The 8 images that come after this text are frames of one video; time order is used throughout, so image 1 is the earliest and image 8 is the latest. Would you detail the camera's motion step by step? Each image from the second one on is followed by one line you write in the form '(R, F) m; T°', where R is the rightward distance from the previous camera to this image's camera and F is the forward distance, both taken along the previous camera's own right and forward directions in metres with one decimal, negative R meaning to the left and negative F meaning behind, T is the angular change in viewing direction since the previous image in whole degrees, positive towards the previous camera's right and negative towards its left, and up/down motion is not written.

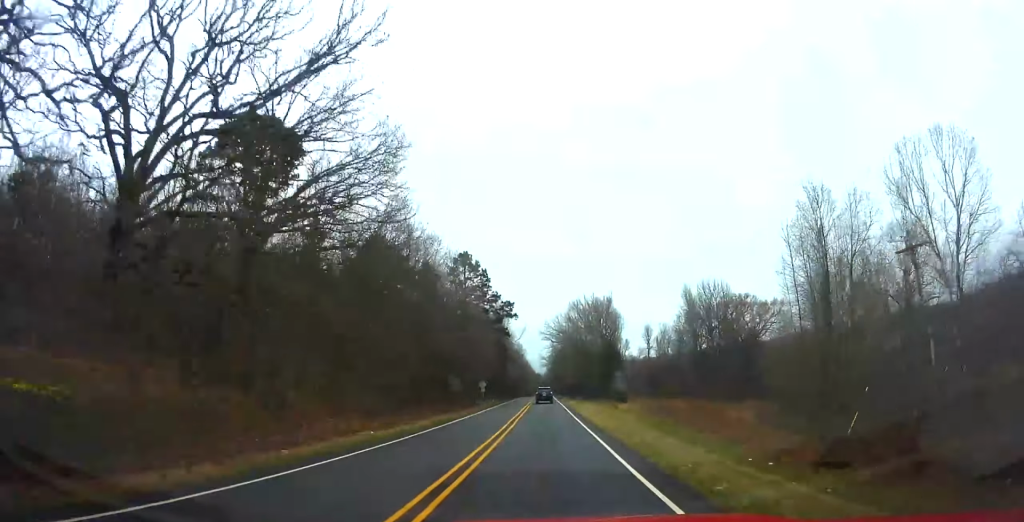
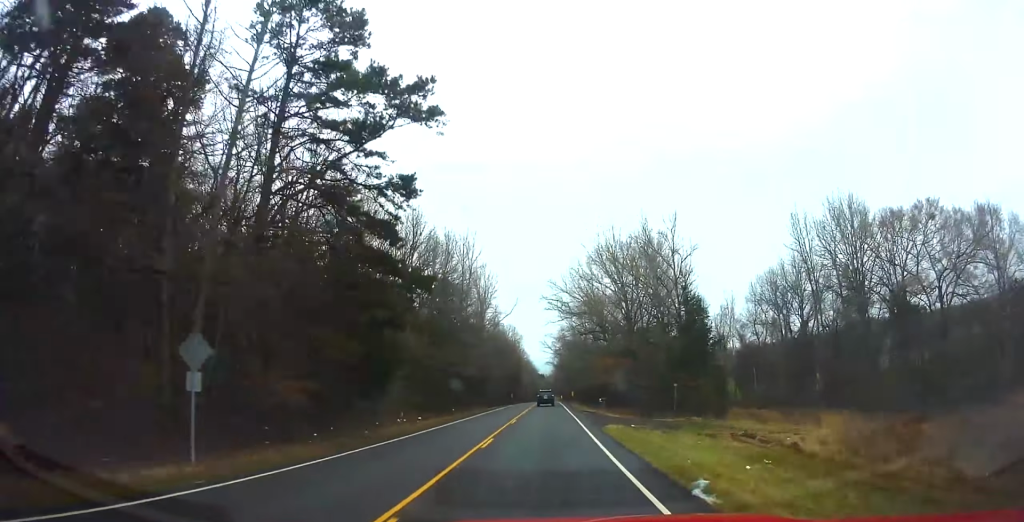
(+0.2, +59.8) m; 0°
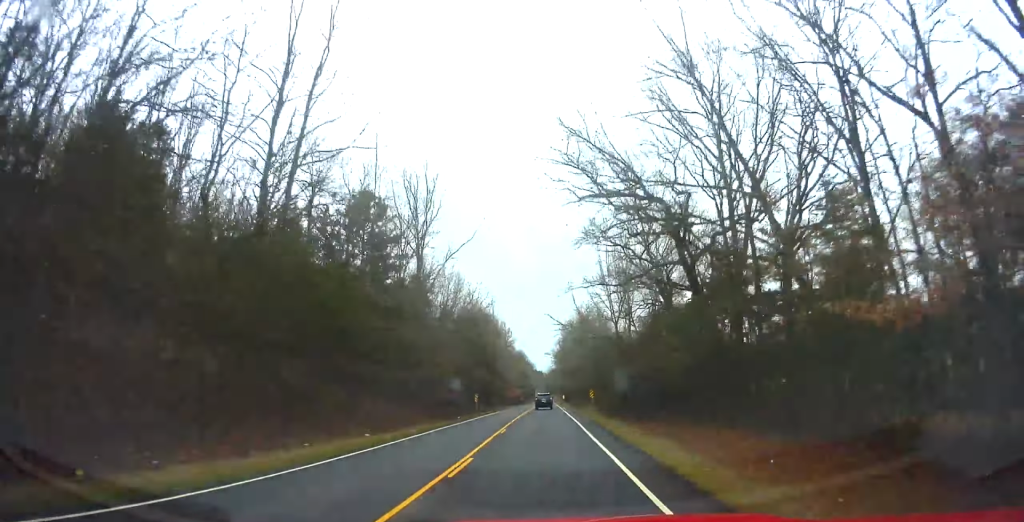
(0.0, +53.5) m; 0°
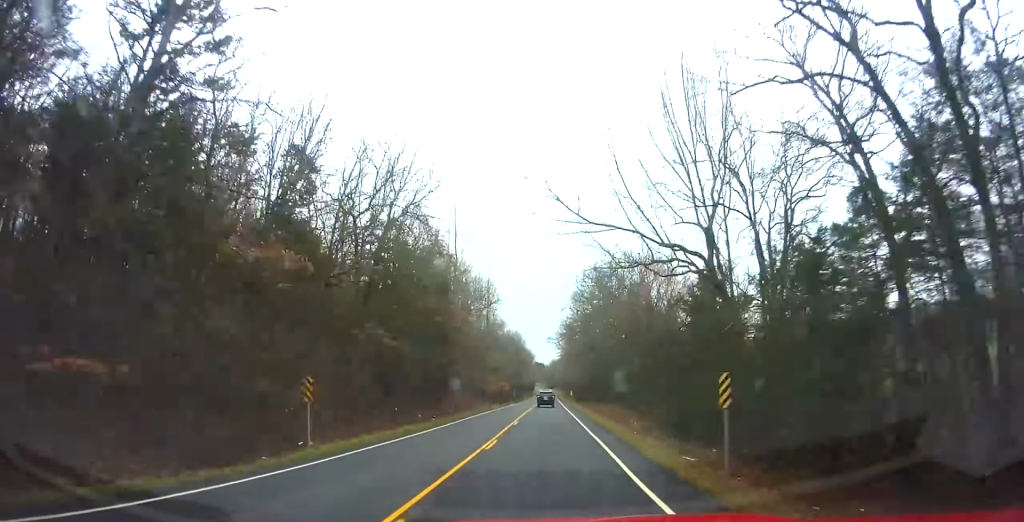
(0.0, +44.4) m; 0°
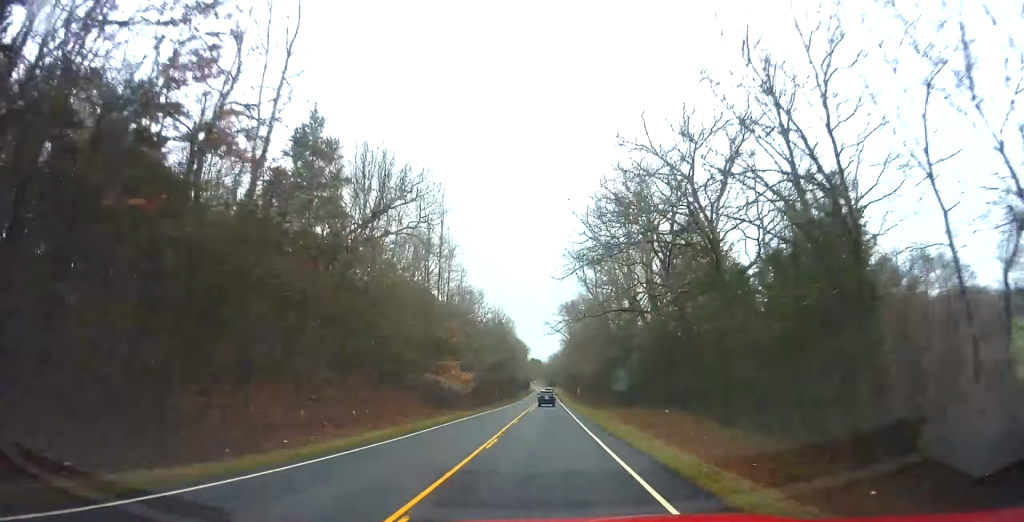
(0.0, +37.2) m; 0°
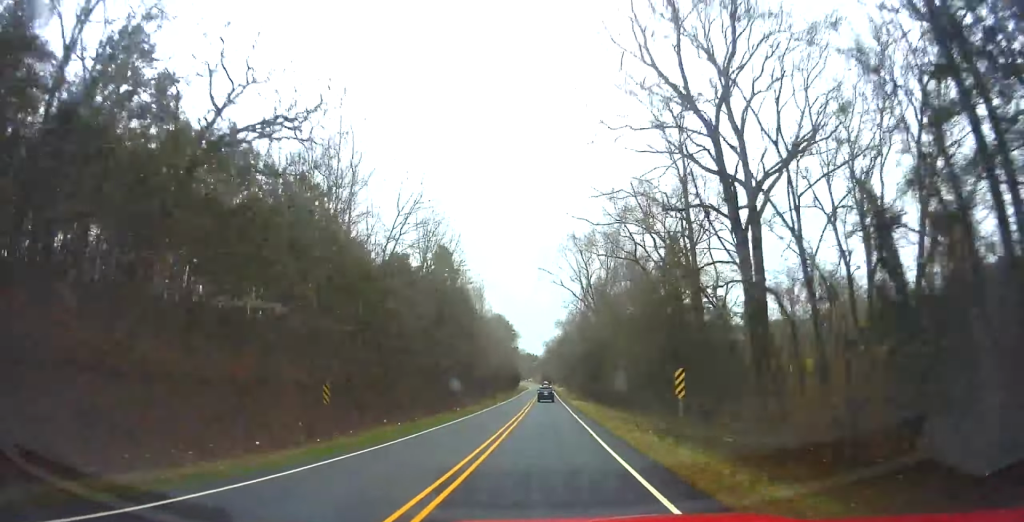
(+0.1, +64.7) m; 0°
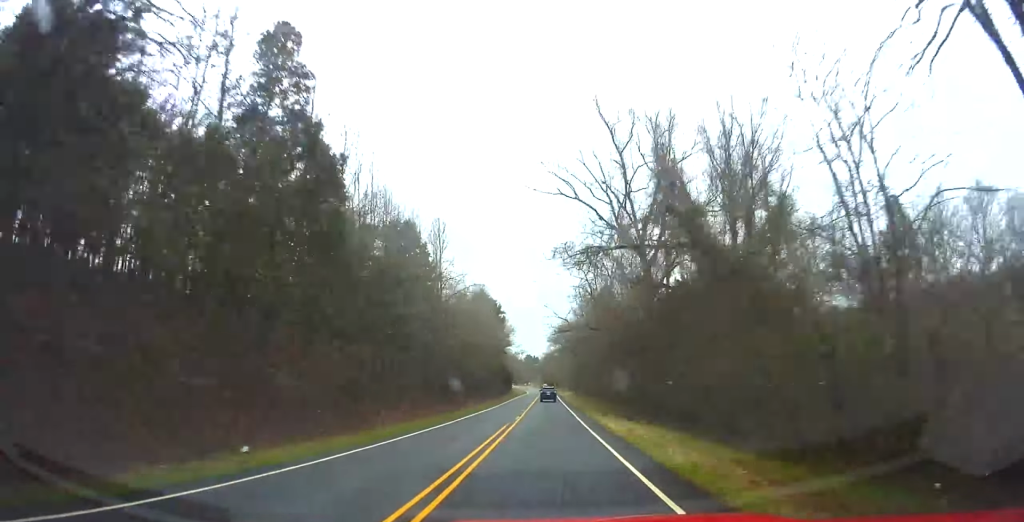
(+0.1, +41.3) m; 0°
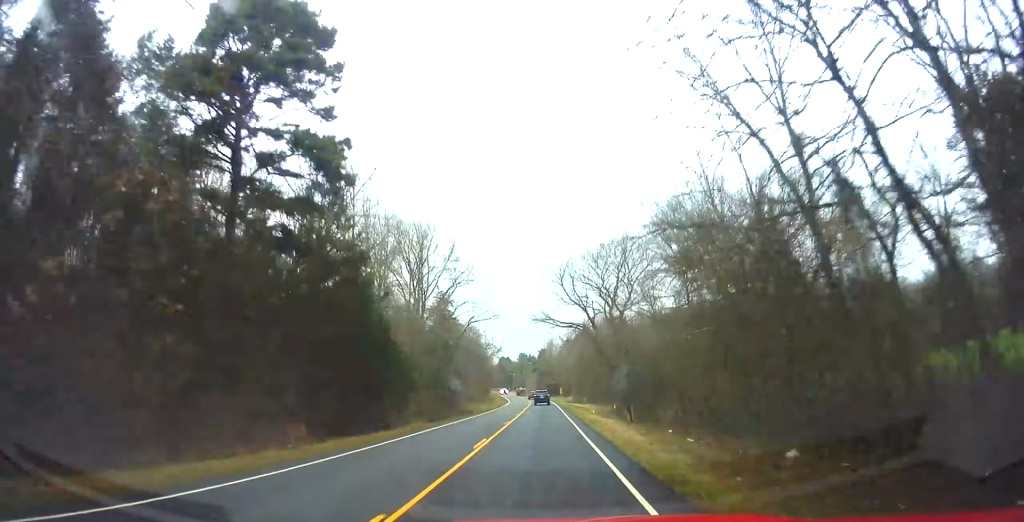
(-0.2, +89.8) m; -1°
